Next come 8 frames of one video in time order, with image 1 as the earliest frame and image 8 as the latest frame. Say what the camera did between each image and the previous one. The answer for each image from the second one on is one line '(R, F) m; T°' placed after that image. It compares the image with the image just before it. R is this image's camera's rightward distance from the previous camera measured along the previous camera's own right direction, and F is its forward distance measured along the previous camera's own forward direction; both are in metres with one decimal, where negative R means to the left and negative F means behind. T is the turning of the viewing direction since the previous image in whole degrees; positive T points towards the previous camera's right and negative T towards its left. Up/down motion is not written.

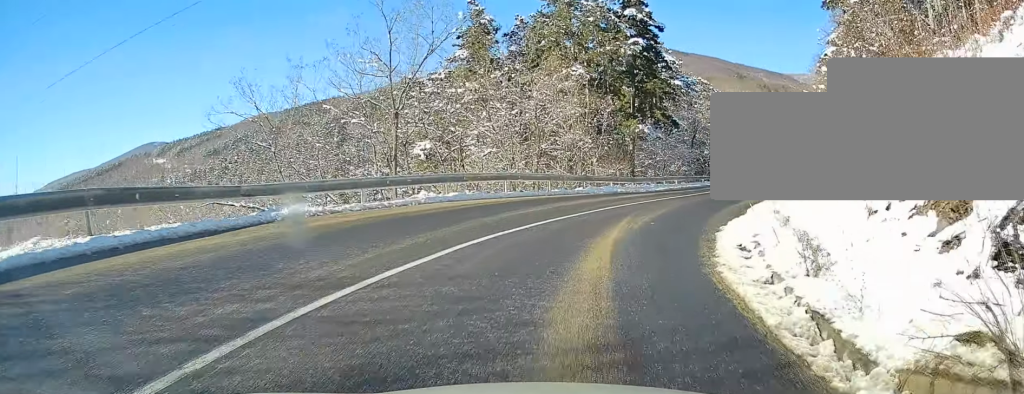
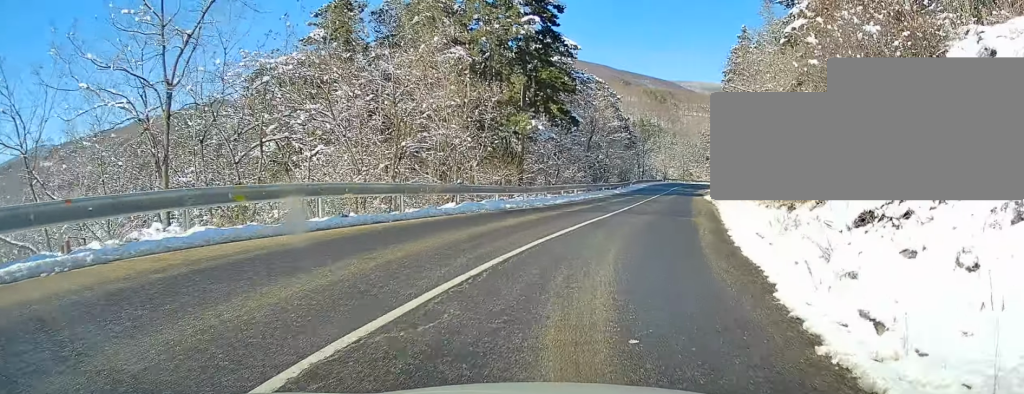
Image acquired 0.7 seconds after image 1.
(+1.0, +9.2) m; +9°
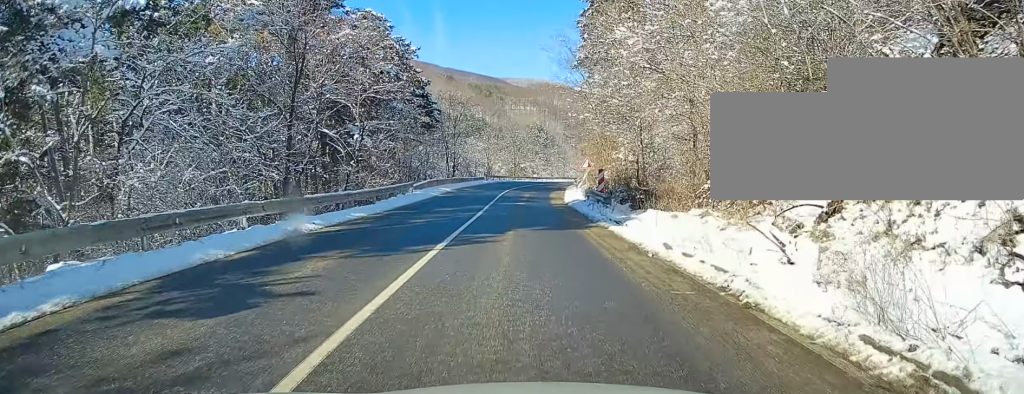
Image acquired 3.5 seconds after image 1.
(+5.7, +37.7) m; +9°
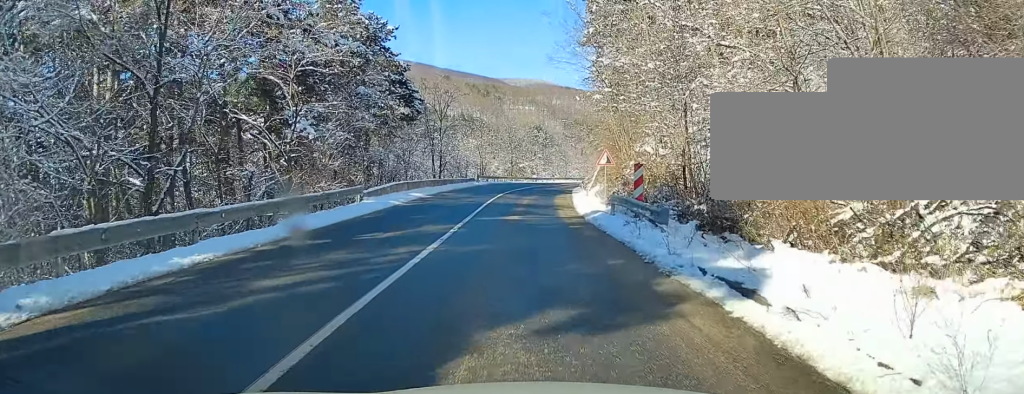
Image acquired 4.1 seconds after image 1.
(+0.1, +10.1) m; 0°
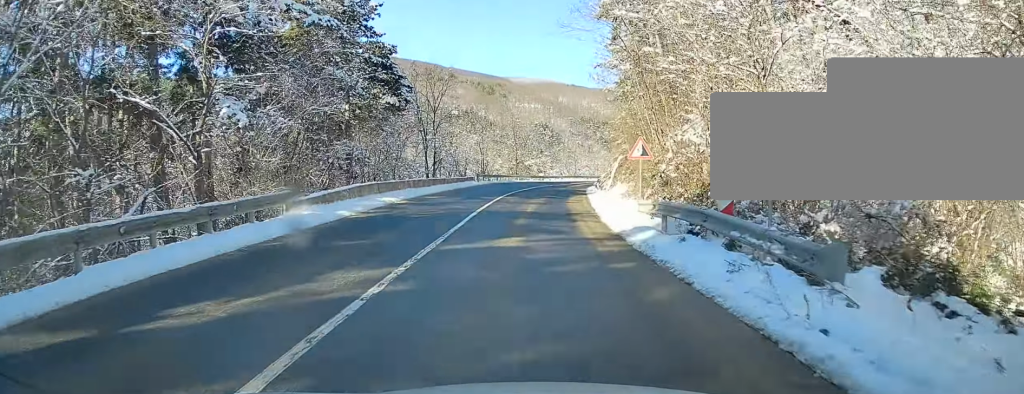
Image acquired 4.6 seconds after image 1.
(-0.1, +7.9) m; 0°
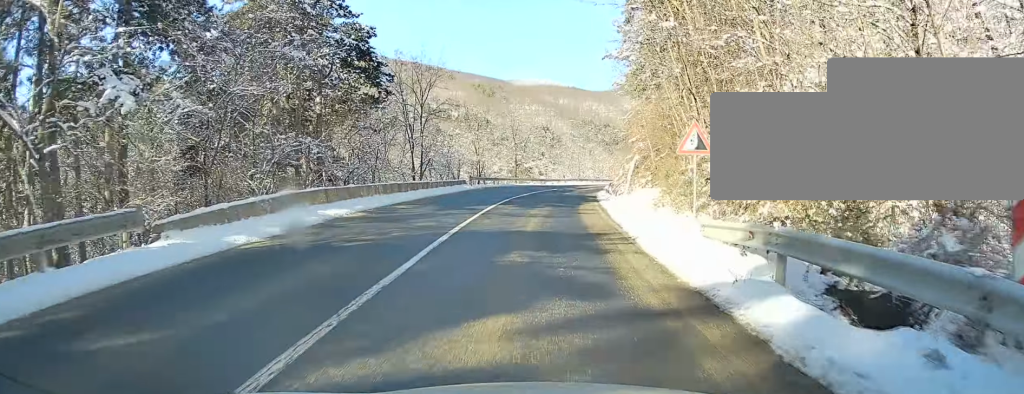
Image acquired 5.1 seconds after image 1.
(-0.1, +6.9) m; 0°
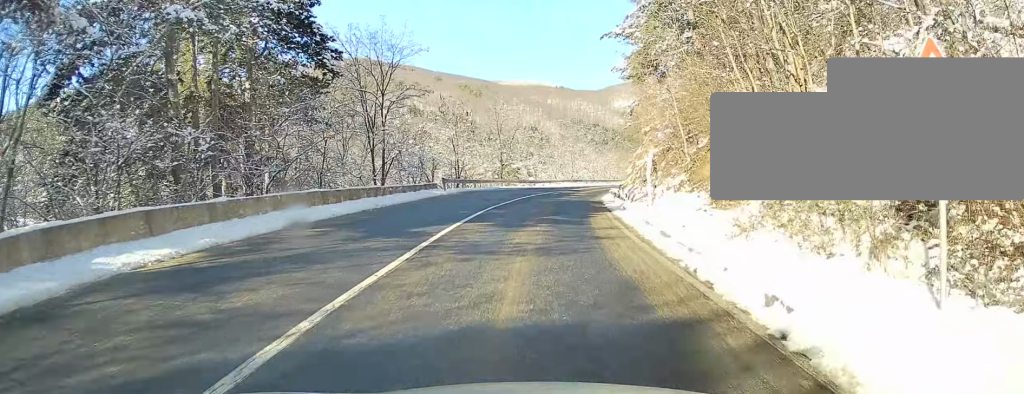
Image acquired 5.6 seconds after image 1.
(+0.1, +9.2) m; +1°
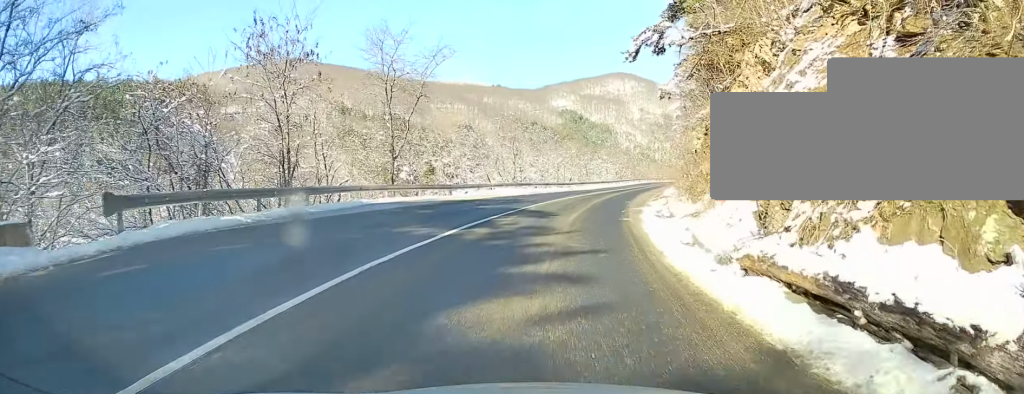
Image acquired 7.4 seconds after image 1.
(+1.3, +28.1) m; +7°
